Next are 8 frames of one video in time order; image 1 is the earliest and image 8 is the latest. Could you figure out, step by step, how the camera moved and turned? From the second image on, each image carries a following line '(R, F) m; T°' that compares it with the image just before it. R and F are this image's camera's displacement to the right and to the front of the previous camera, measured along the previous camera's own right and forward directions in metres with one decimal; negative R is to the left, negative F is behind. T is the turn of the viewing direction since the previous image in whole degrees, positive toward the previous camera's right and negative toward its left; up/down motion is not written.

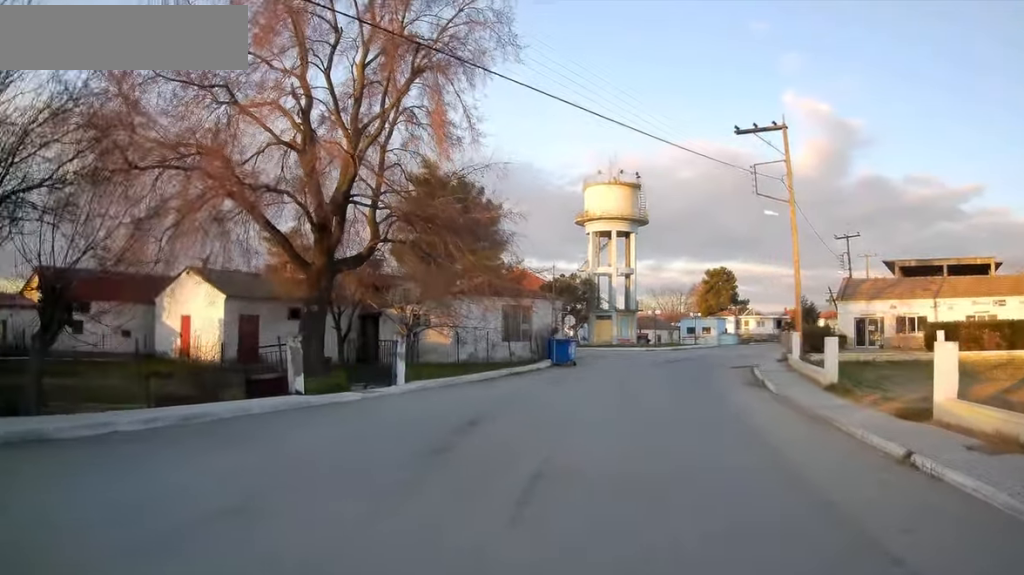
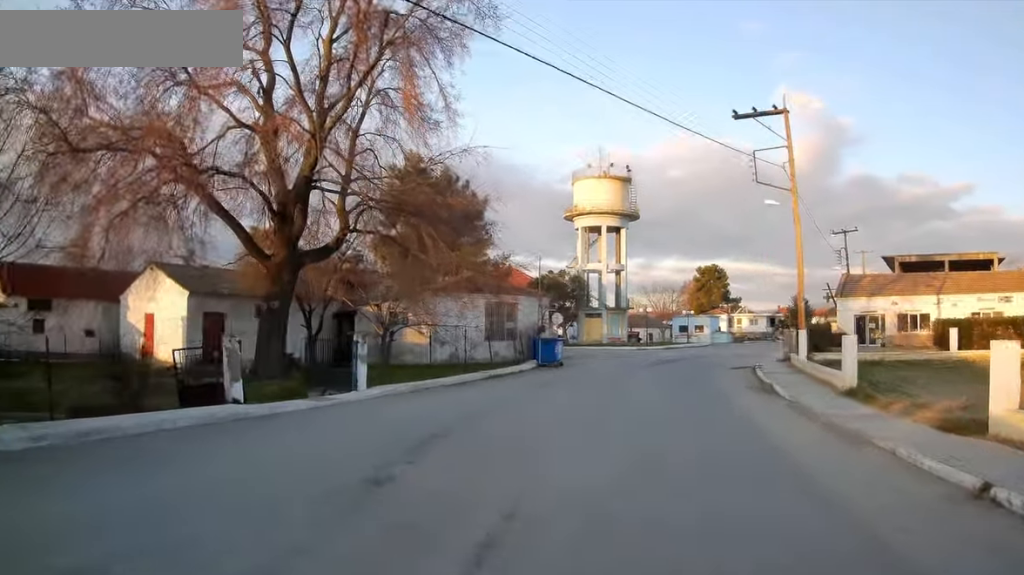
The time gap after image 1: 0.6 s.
(+0.1, +0.5) m; 0°
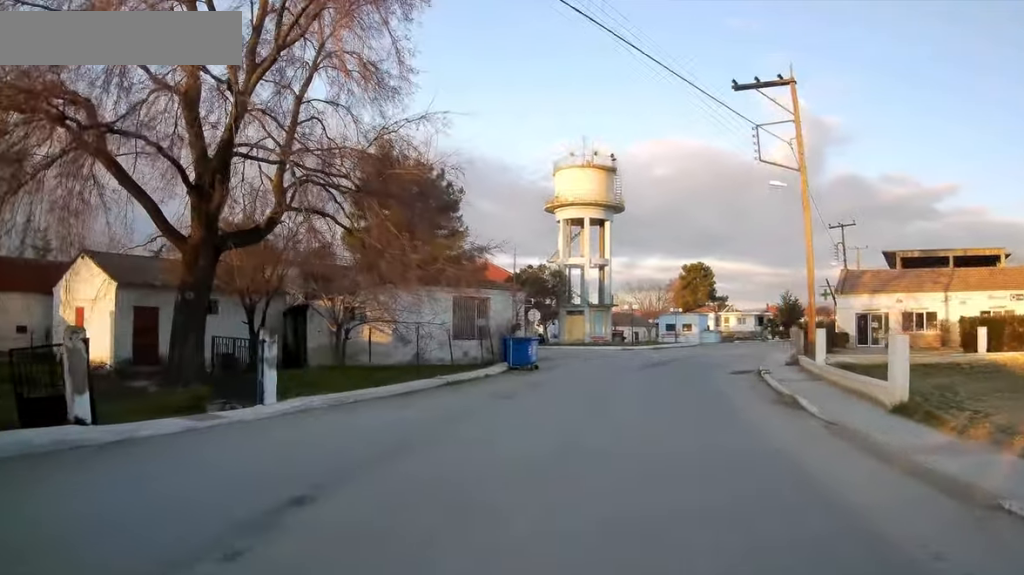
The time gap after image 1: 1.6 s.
(0.0, +1.7) m; -2°
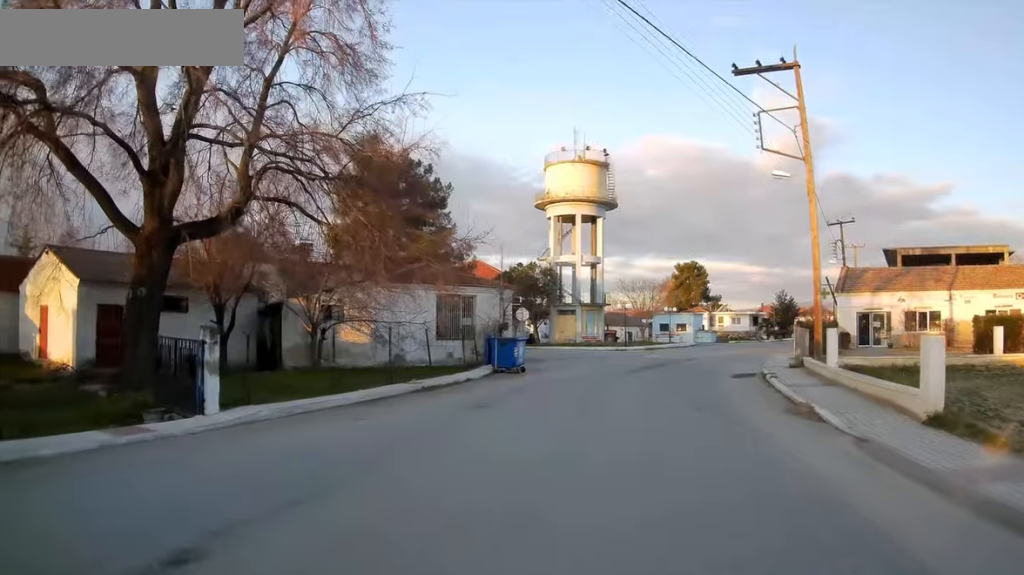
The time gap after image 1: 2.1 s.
(0.0, +1.2) m; -2°
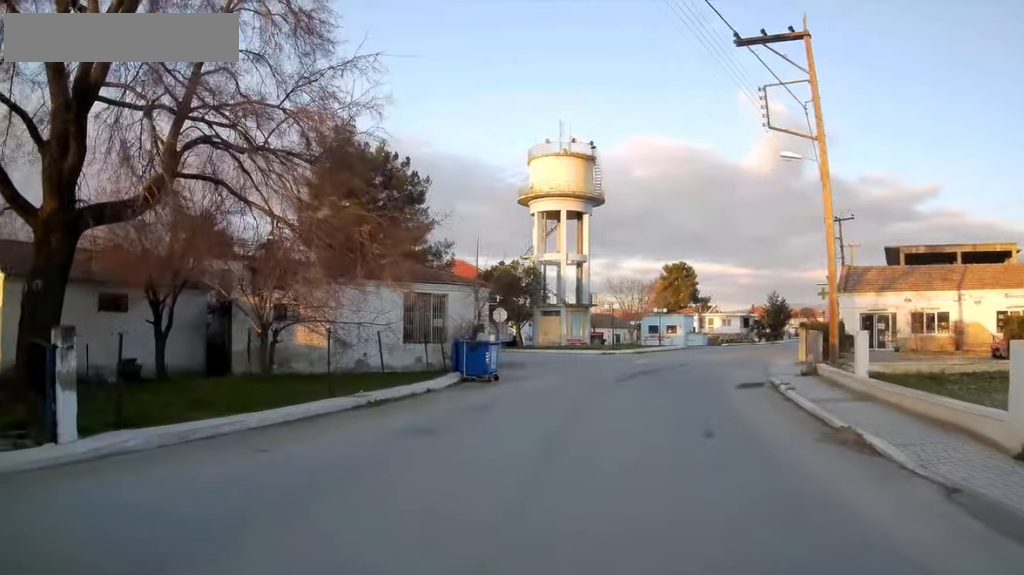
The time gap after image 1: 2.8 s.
(-0.1, +2.6) m; -3°
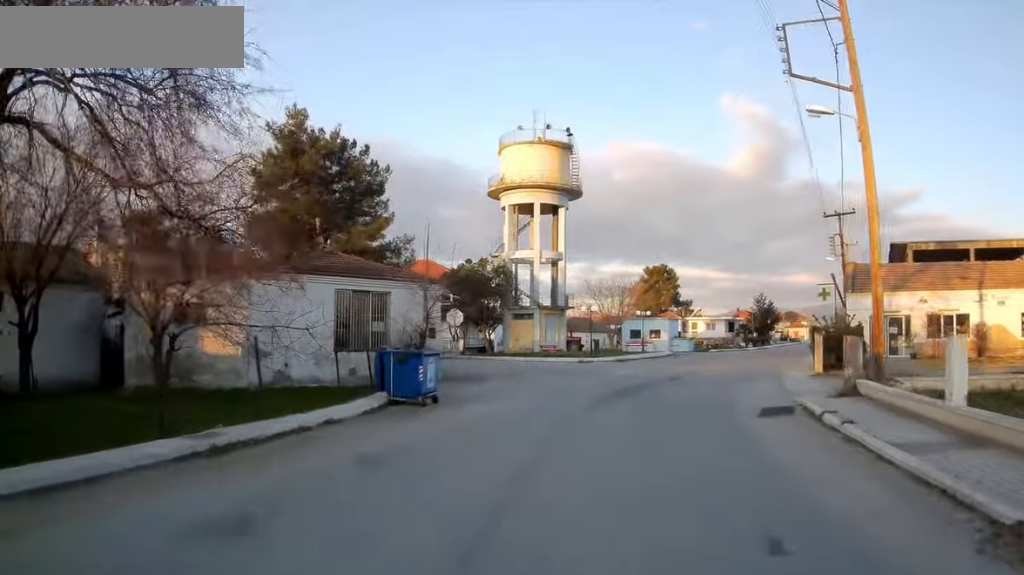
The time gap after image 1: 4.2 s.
(-0.1, +5.4) m; -2°
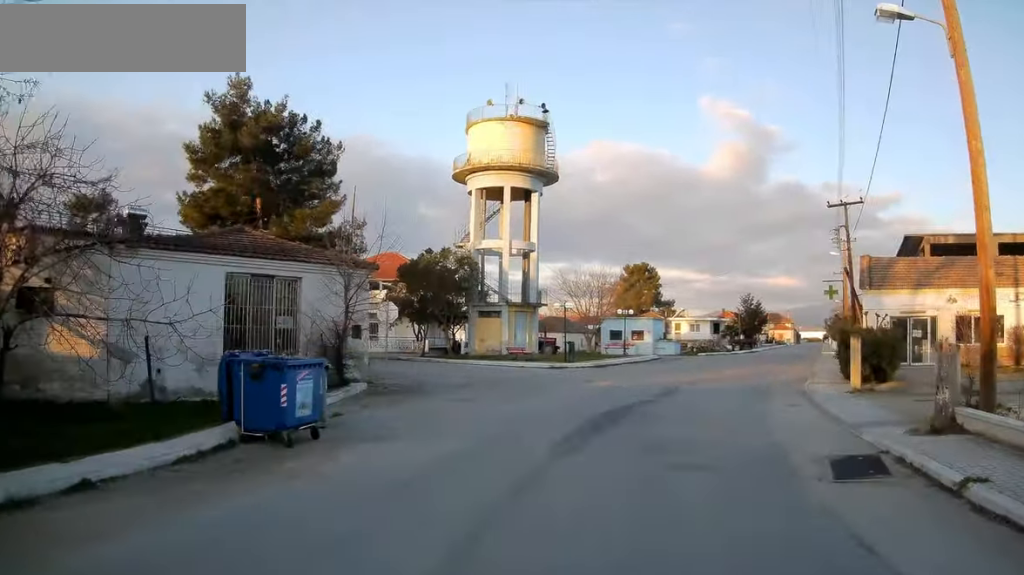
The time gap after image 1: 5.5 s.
(0.0, +5.5) m; +7°
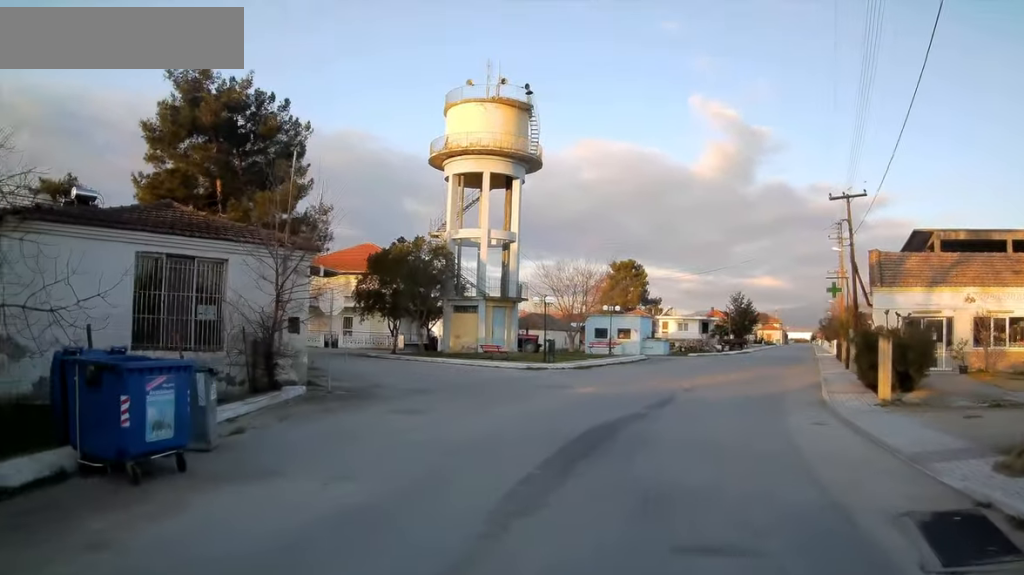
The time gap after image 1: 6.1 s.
(+0.3, +2.8) m; +1°
